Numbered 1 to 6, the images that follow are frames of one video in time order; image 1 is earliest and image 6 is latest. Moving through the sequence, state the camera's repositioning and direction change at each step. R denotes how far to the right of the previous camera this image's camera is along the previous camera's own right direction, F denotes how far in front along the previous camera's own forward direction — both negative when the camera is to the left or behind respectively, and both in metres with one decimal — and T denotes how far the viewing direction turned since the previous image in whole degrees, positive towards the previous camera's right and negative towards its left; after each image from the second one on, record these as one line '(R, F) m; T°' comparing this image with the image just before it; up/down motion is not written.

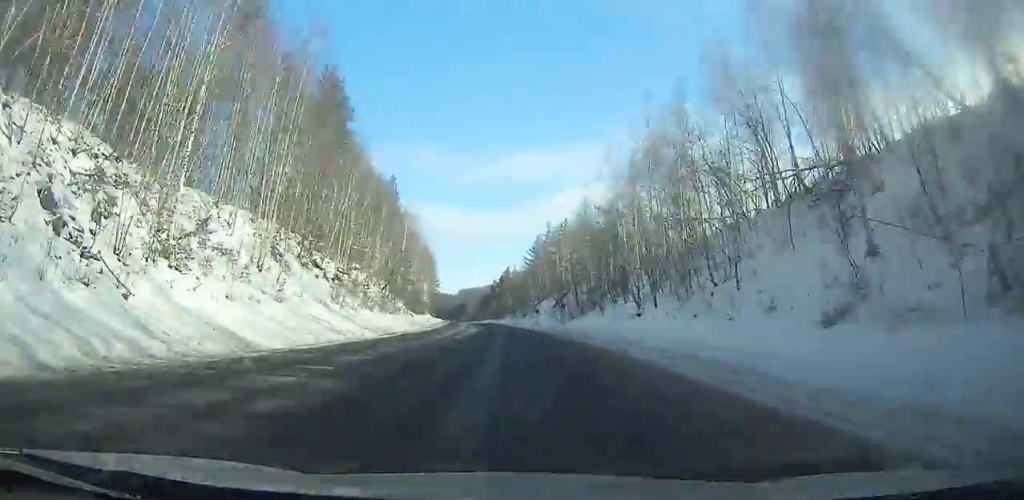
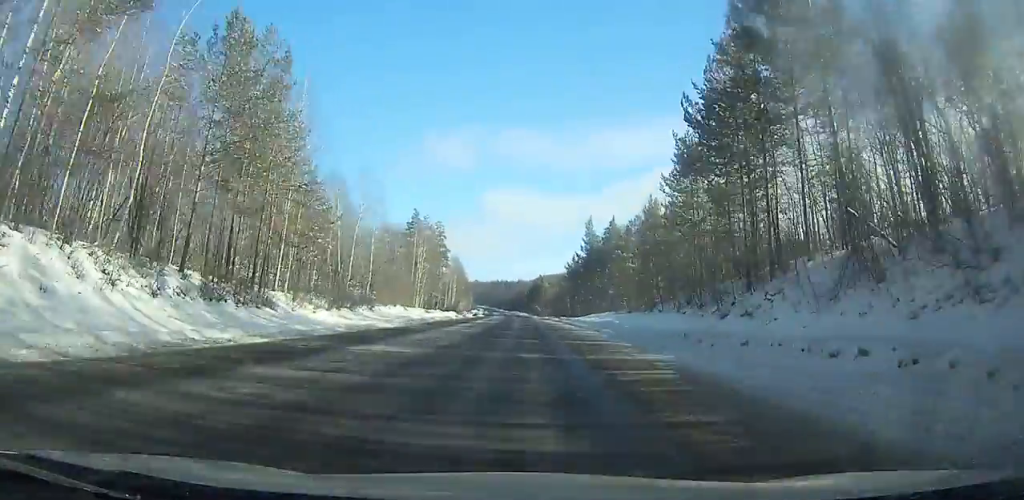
(+7.3, +174.3) m; 0°
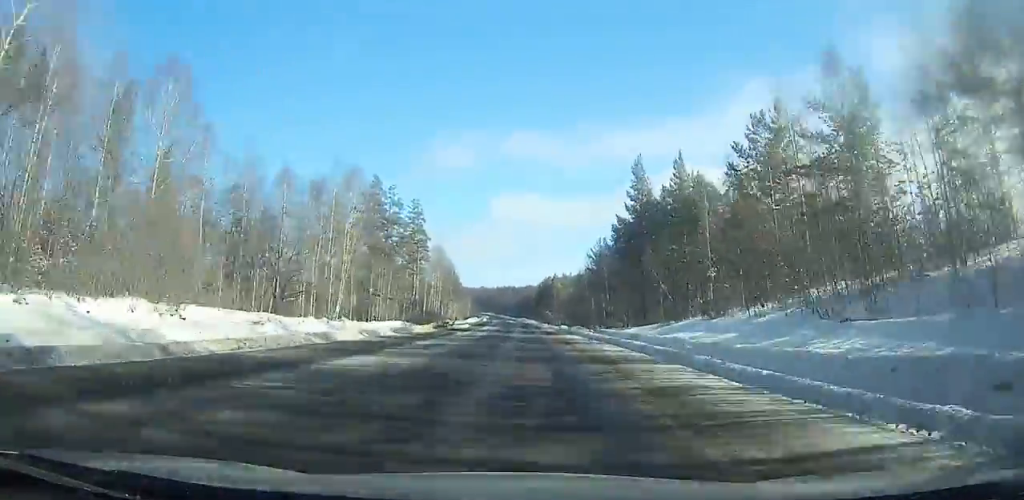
(-0.4, +42.0) m; -1°
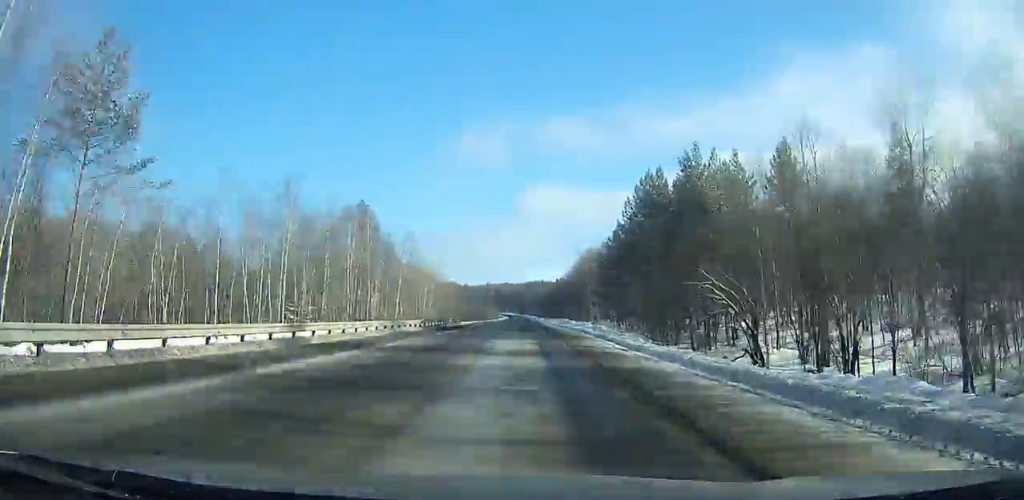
(-4.2, +146.0) m; -3°
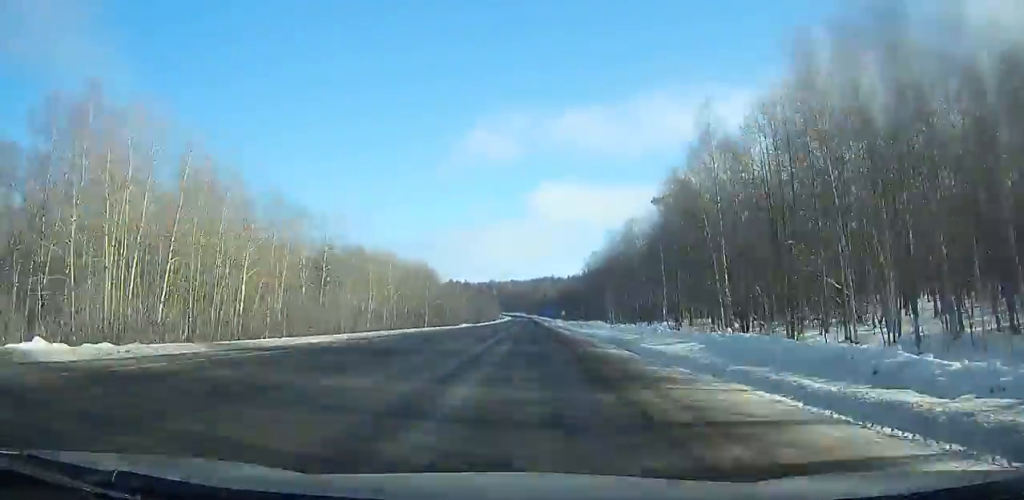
(-0.9, +88.1) m; -1°
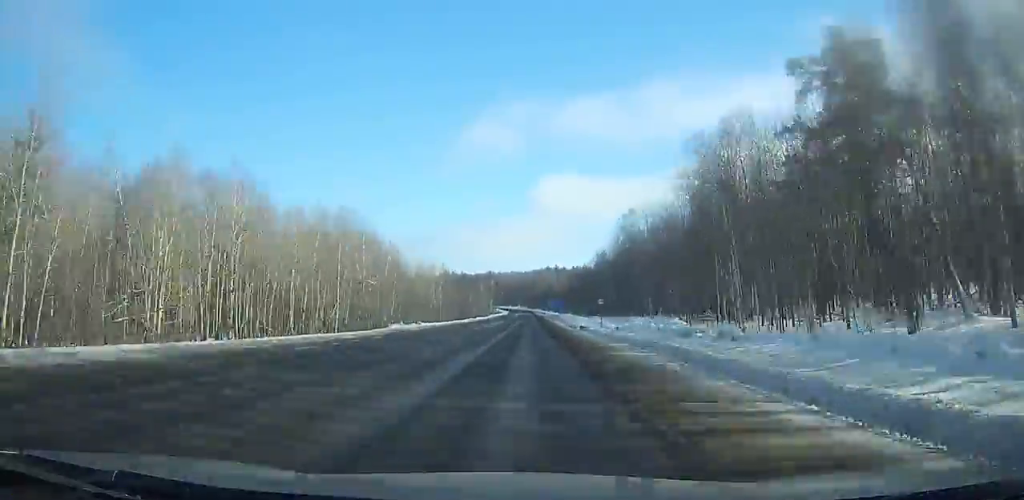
(-0.2, +52.6) m; 0°
